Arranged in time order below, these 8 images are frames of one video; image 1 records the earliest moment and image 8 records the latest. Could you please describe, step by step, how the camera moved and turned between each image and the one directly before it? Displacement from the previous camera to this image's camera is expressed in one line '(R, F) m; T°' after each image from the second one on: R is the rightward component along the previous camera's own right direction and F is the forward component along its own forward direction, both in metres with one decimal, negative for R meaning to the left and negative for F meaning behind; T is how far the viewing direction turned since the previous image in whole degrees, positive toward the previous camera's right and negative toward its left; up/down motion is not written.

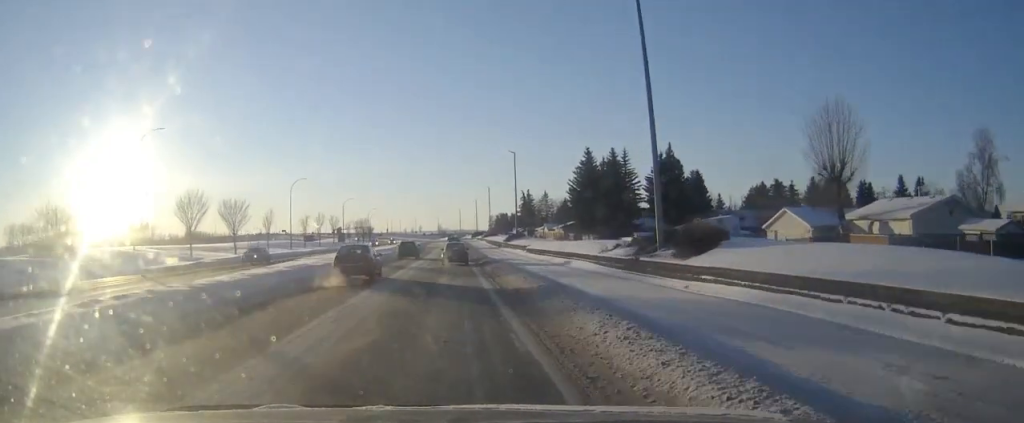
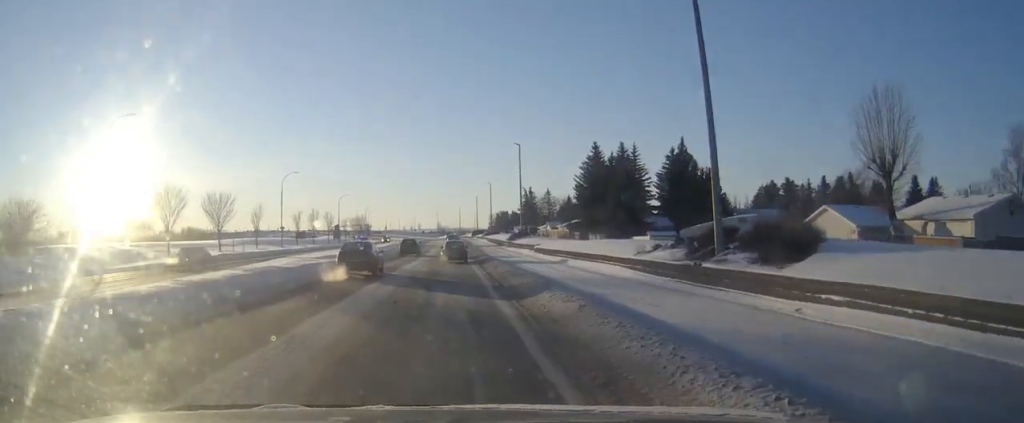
(0.0, +6.6) m; 0°
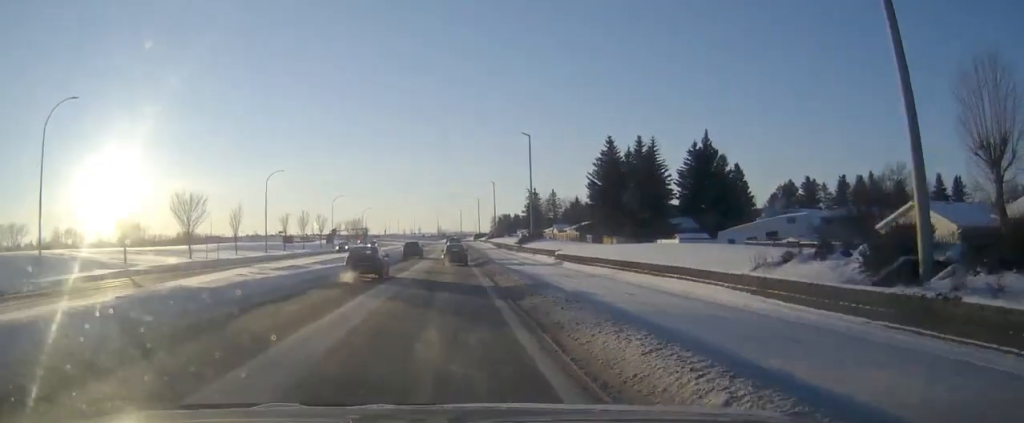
(0.0, +10.8) m; 0°
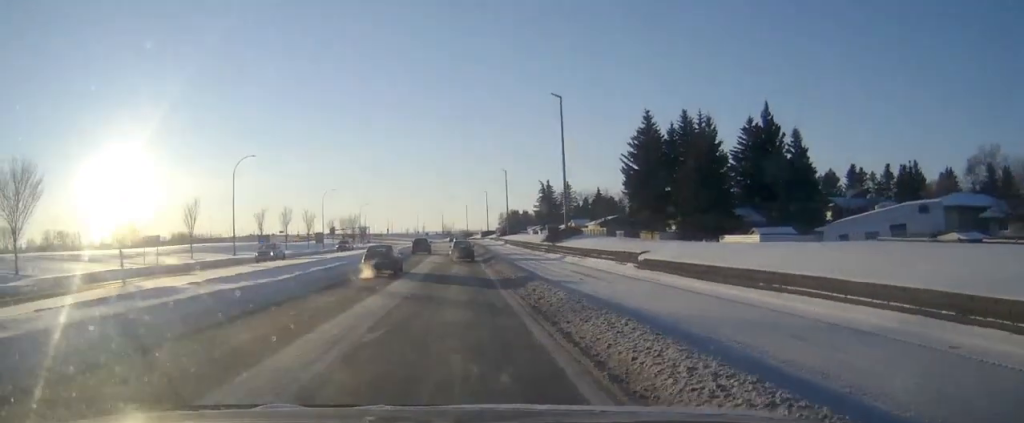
(-0.1, +19.3) m; 0°
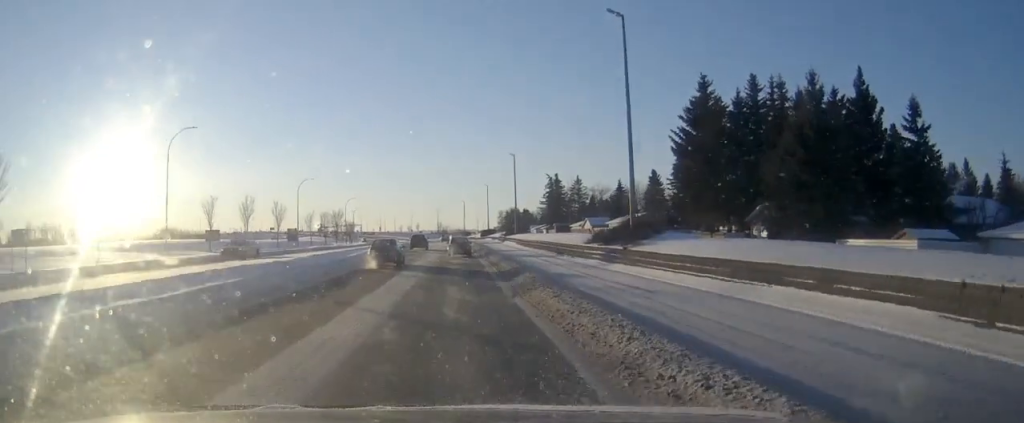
(+0.1, +21.0) m; +1°
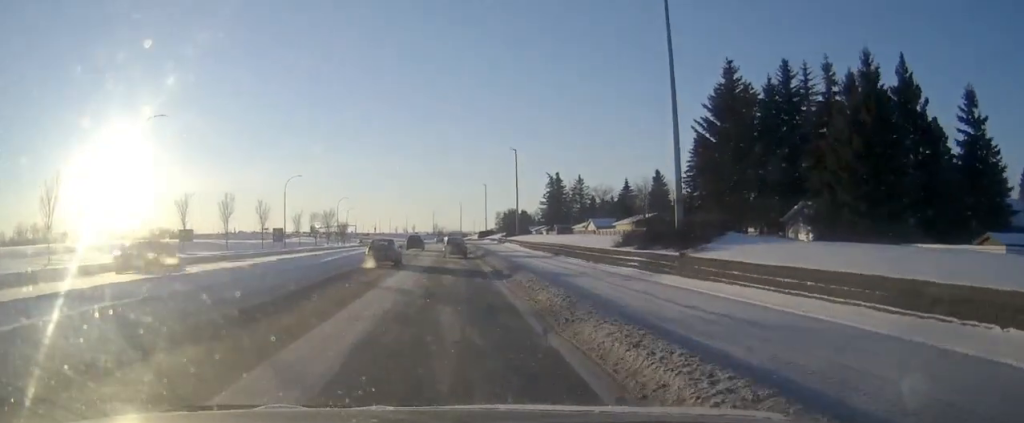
(0.0, +7.5) m; 0°
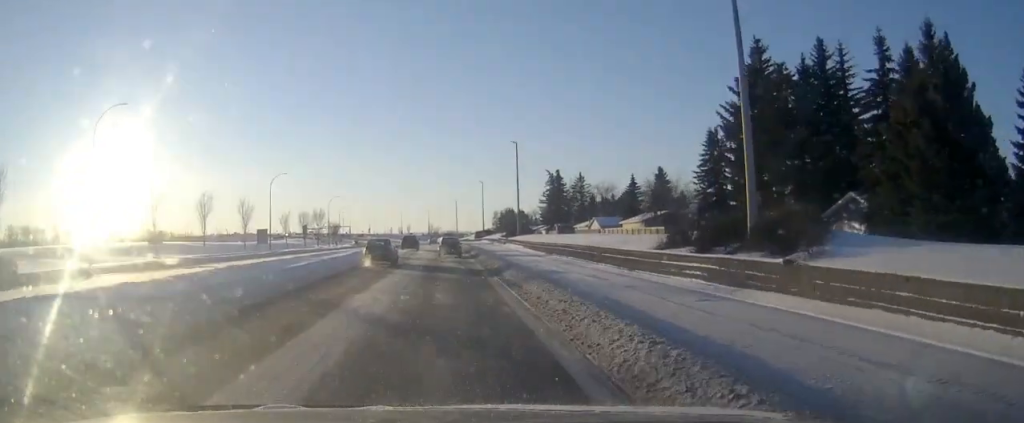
(0.0, +7.0) m; 0°
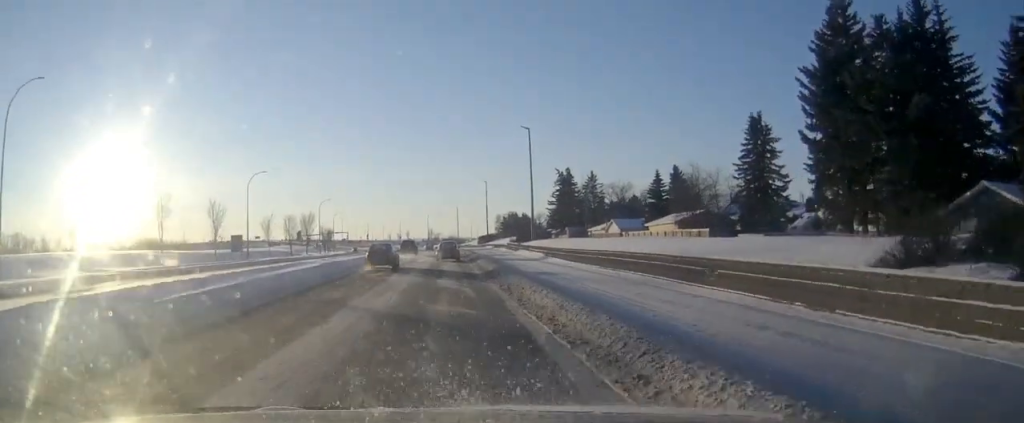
(0.0, +13.2) m; 0°
